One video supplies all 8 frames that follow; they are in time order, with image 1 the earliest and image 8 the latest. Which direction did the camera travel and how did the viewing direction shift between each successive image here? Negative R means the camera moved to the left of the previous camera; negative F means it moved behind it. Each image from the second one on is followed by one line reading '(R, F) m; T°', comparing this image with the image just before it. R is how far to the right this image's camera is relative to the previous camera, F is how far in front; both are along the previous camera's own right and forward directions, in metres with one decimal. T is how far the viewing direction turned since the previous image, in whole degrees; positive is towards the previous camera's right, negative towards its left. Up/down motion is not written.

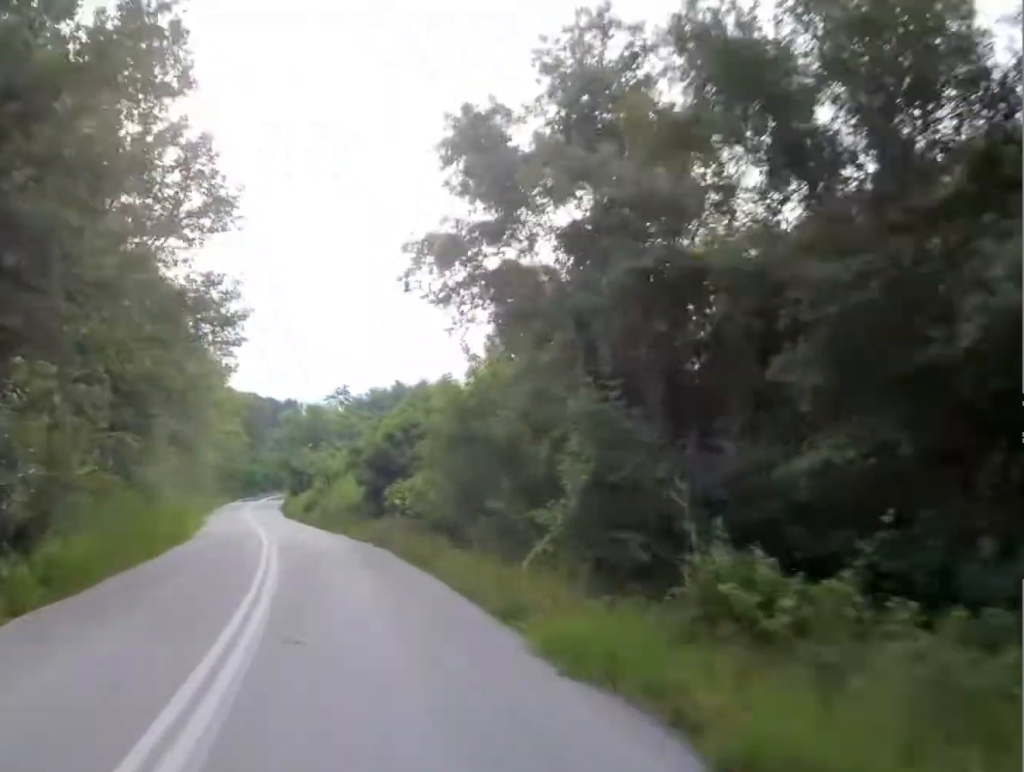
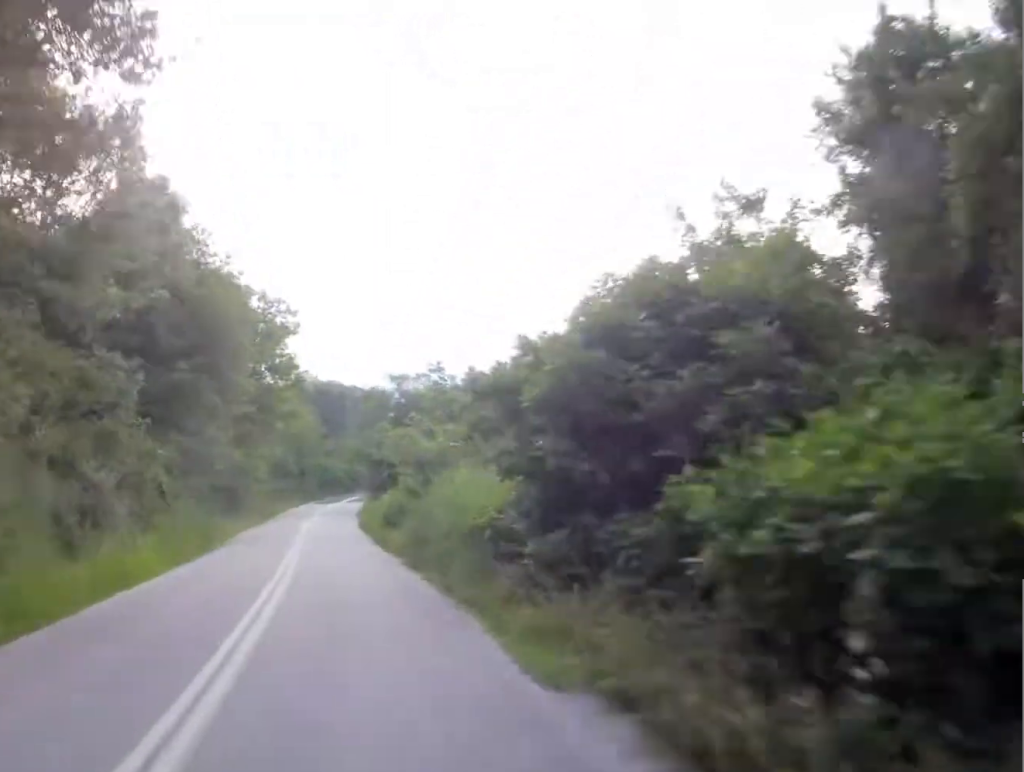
(-0.9, +20.8) m; -4°
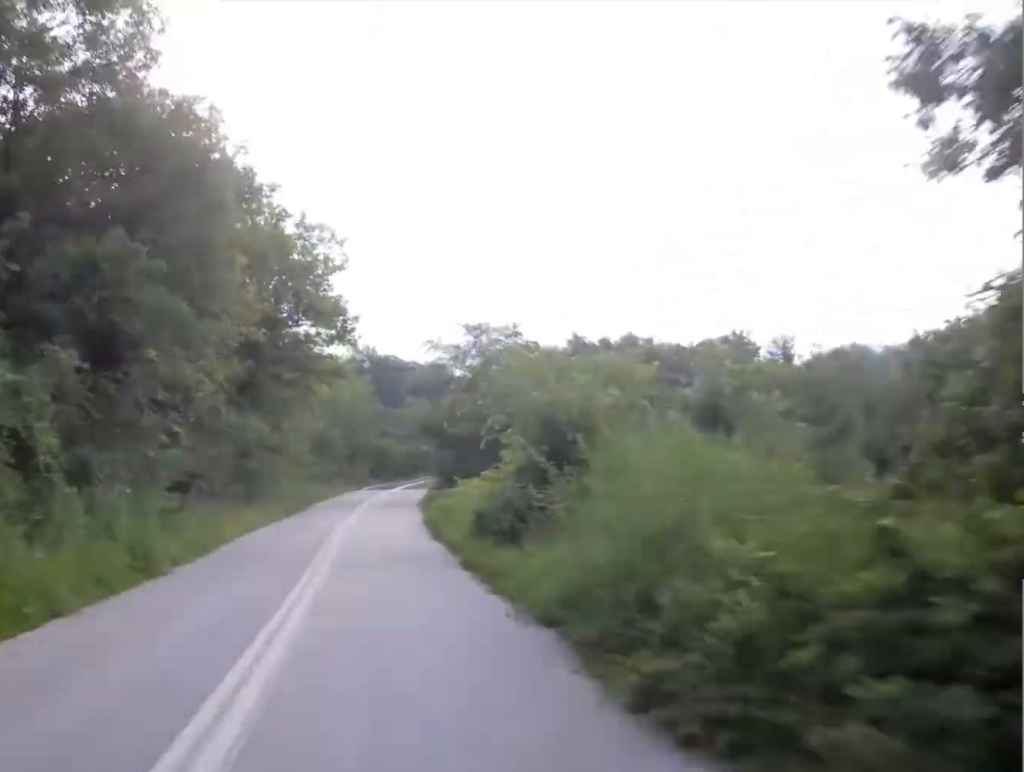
(-0.3, +15.0) m; -2°
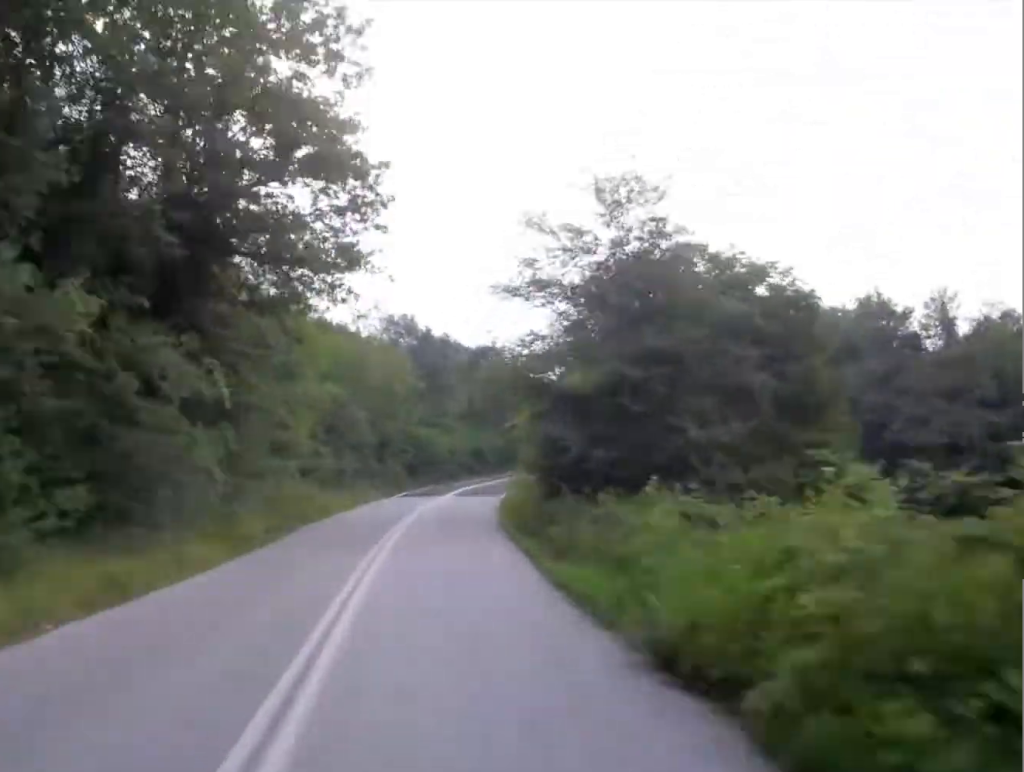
(-0.6, +23.6) m; -2°
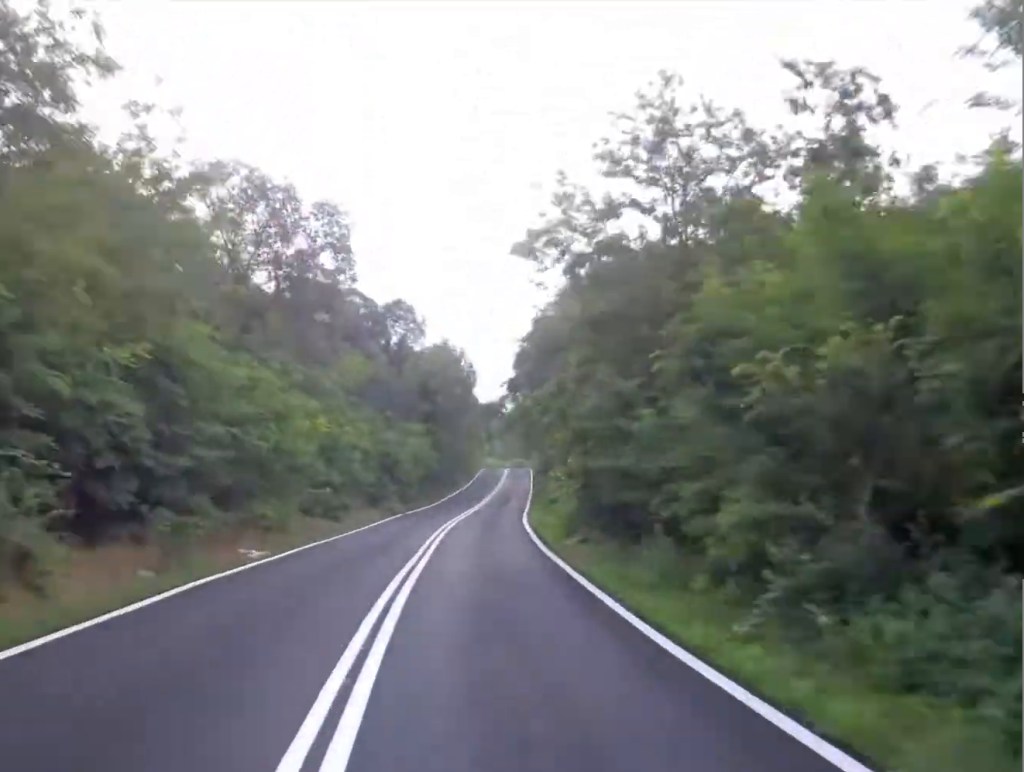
(+1.5, +56.0) m; +5°
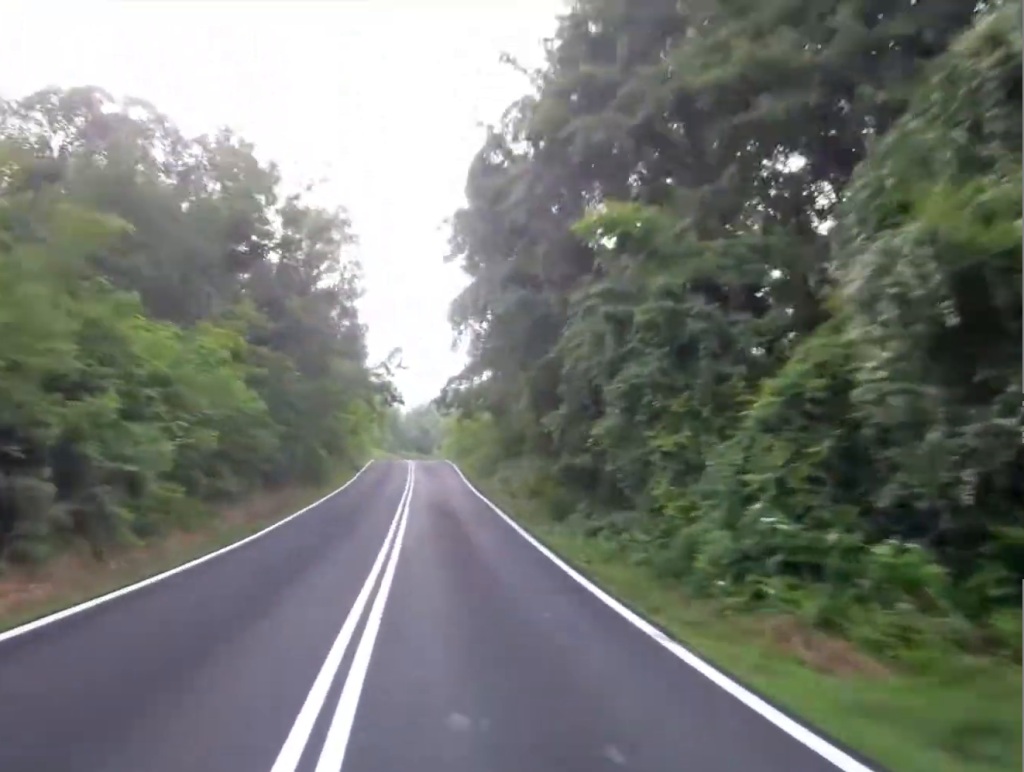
(+2.3, +41.9) m; +6°
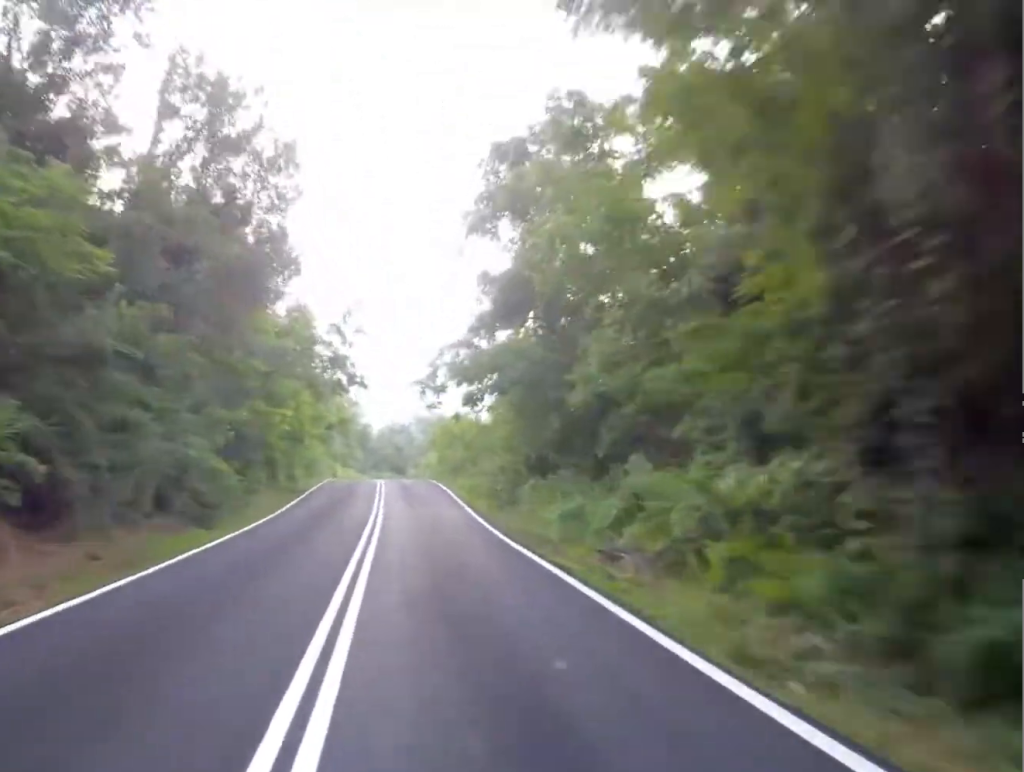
(+0.4, +18.6) m; +2°
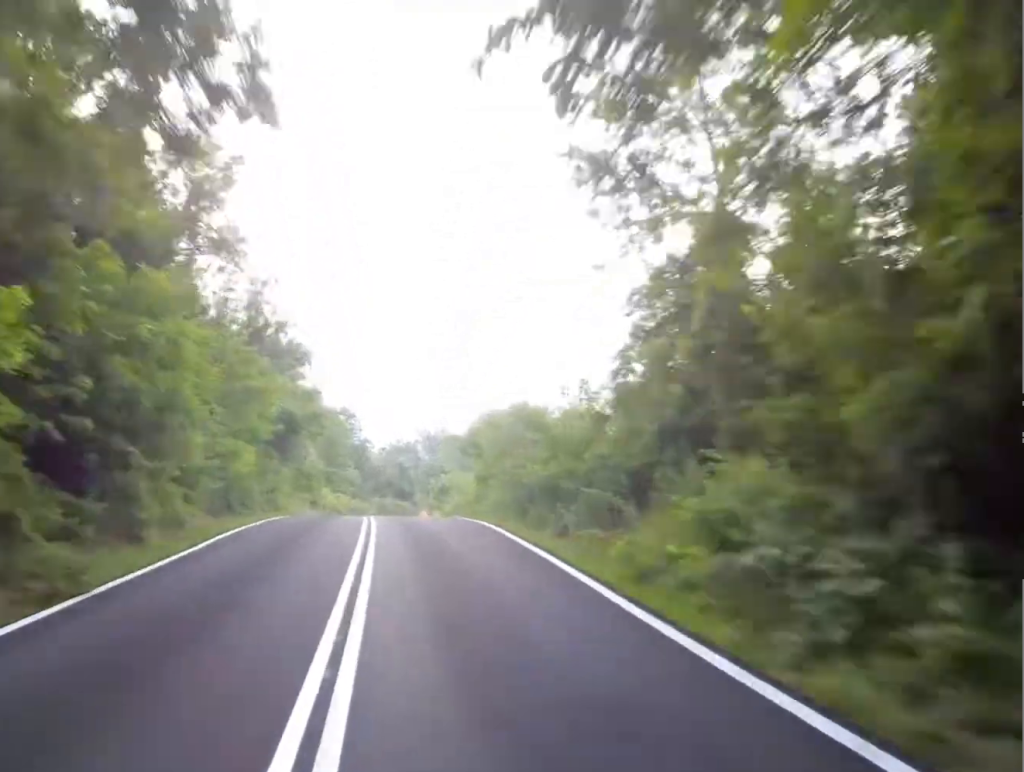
(+0.7, +25.0) m; +1°
